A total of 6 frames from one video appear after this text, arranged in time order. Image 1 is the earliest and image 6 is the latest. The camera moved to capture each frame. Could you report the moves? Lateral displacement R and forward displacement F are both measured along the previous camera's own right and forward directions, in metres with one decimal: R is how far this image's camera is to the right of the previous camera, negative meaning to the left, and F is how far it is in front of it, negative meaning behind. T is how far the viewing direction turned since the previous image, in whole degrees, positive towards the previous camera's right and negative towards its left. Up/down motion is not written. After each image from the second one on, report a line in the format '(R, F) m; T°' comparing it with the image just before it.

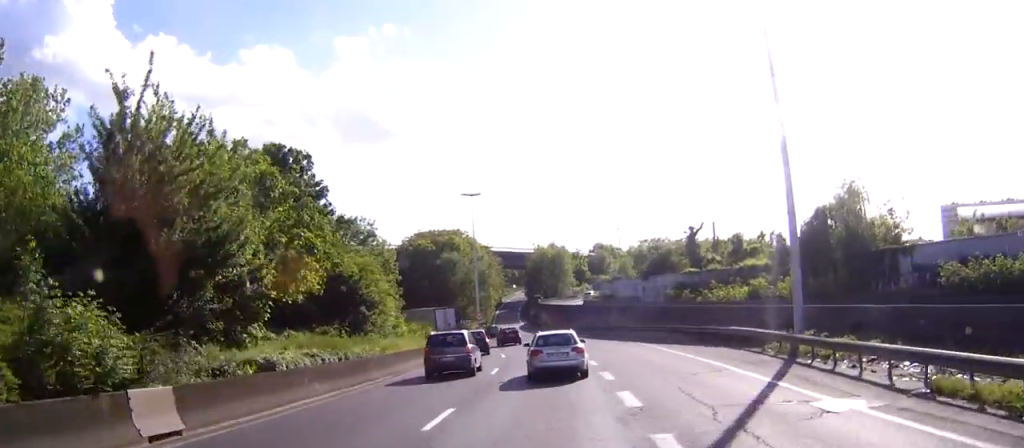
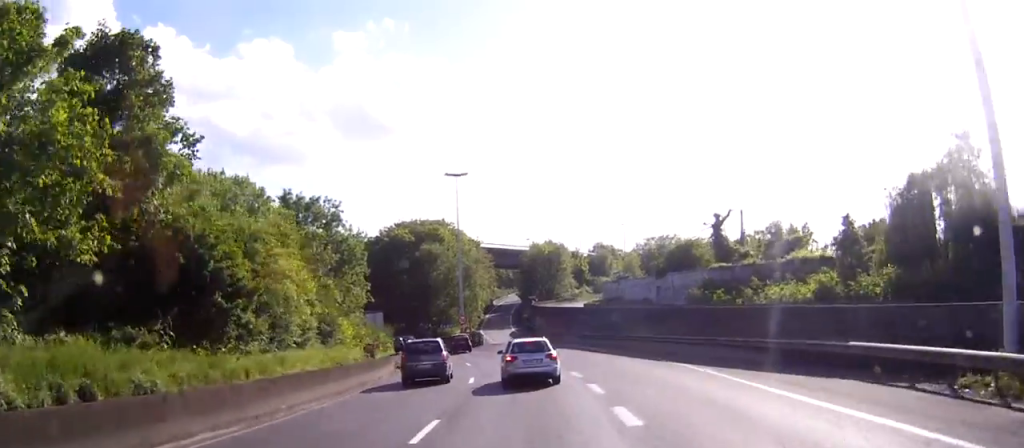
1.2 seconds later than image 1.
(-0.1, +13.9) m; -1°
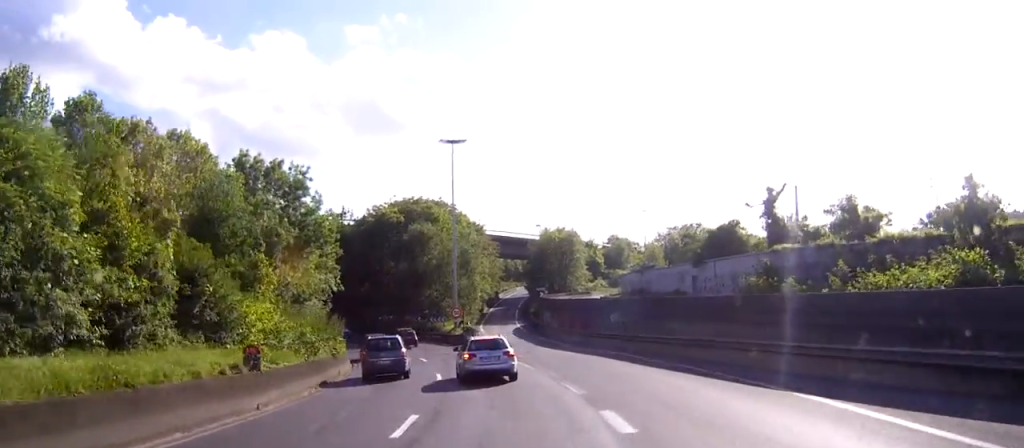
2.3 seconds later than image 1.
(0.0, +13.3) m; 0°
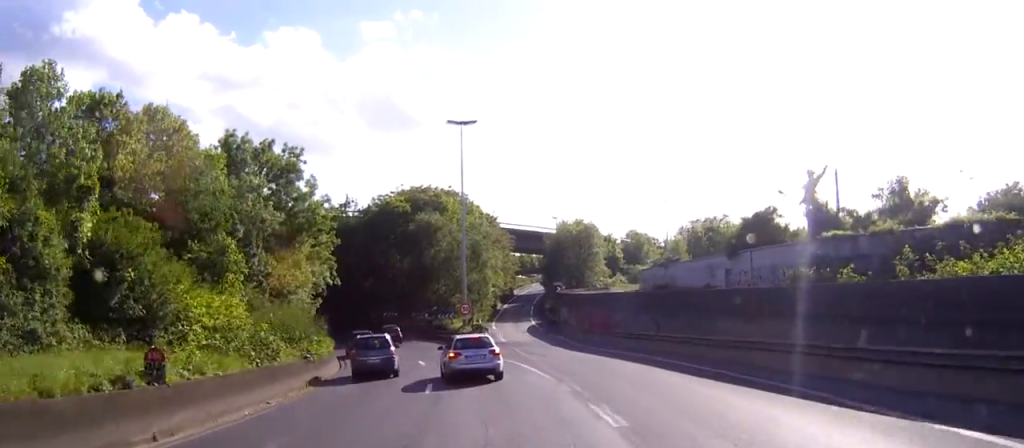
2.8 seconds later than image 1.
(0.0, +5.6) m; -1°
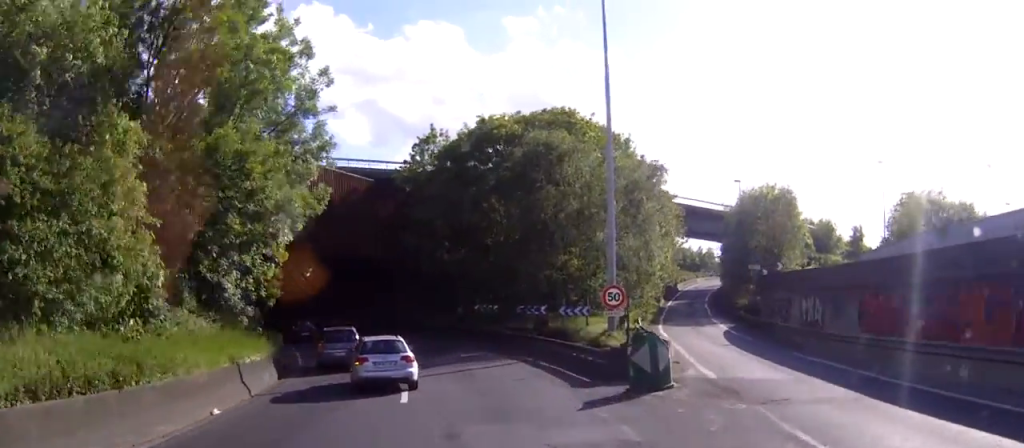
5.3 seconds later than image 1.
(-2.6, +30.7) m; -12°
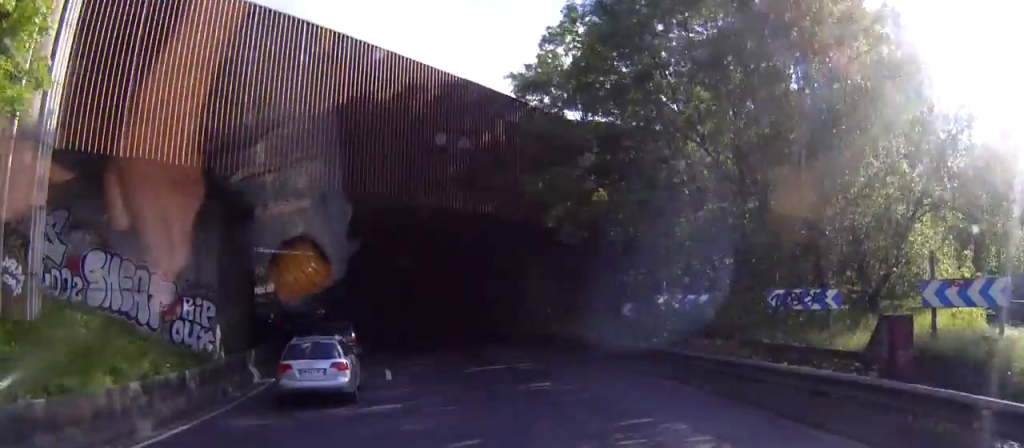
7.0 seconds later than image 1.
(-2.0, +23.4) m; -9°
